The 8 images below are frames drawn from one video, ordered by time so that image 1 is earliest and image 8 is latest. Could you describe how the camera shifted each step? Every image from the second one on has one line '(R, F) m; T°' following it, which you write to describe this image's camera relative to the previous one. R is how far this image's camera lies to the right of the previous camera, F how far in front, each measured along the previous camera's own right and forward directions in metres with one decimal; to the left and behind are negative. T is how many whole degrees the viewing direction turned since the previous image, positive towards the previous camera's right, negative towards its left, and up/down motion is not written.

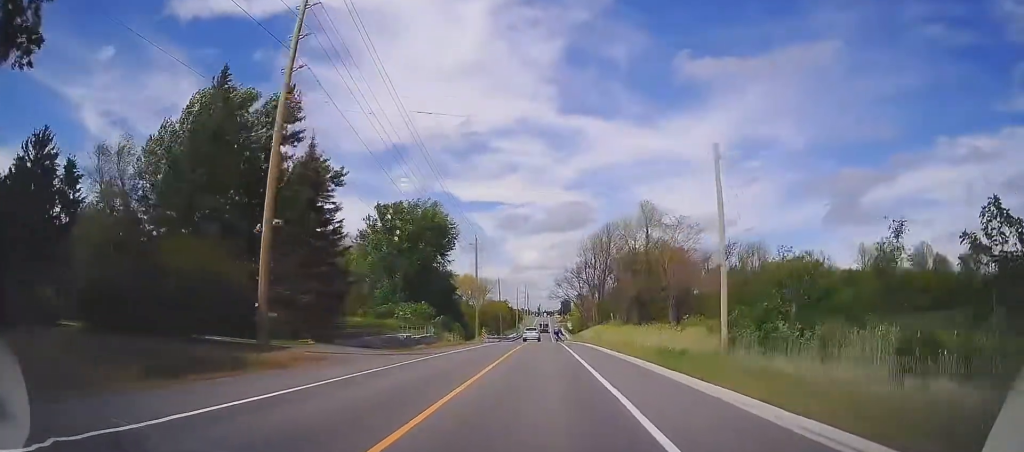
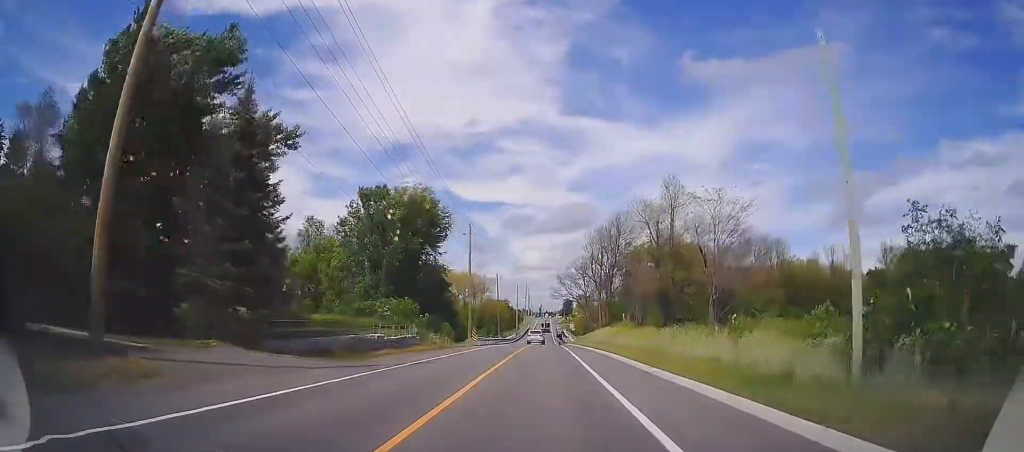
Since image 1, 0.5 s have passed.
(+0.1, +8.6) m; 0°
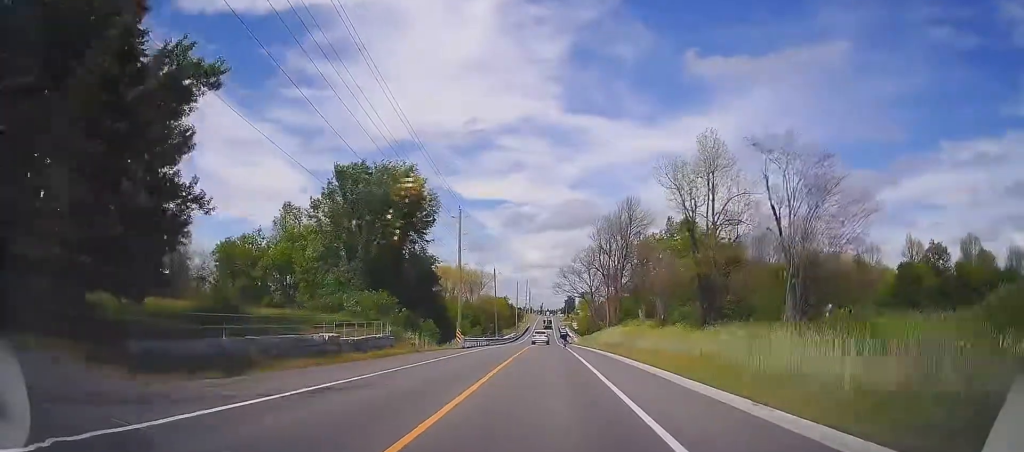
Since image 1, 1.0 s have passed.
(+0.2, +9.4) m; +1°
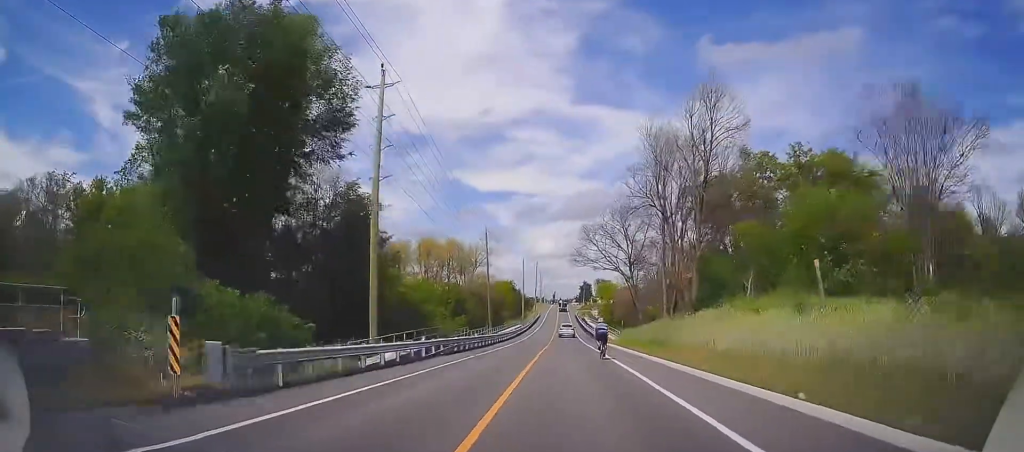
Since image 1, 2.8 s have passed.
(-0.3, +31.9) m; -1°
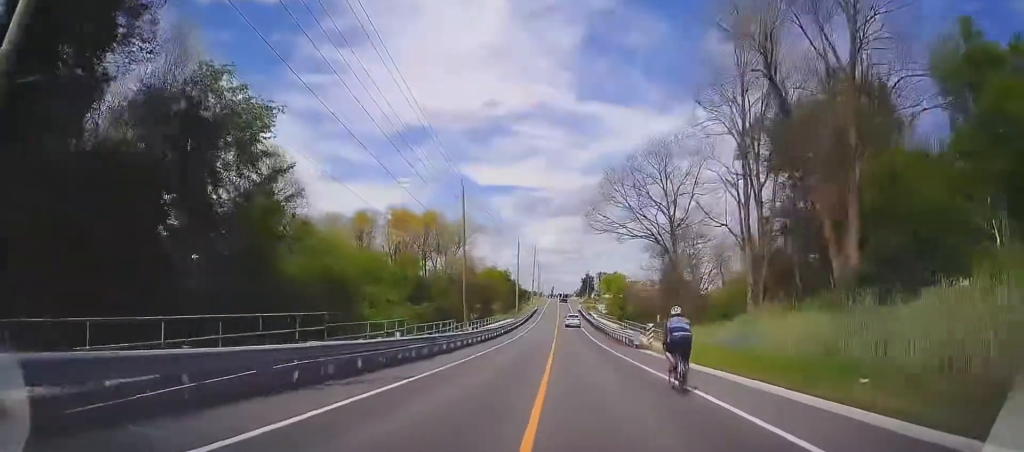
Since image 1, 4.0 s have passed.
(0.0, +21.0) m; +1°
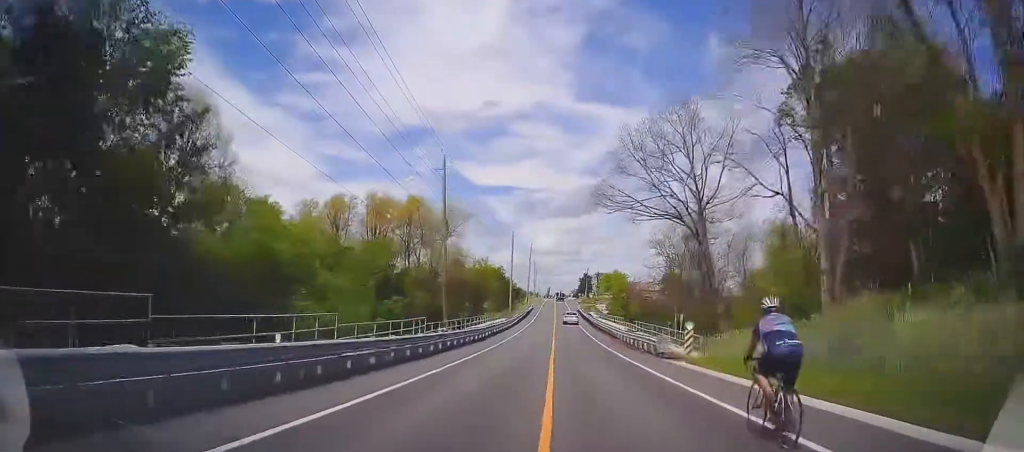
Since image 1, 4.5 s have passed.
(0.0, +8.4) m; 0°
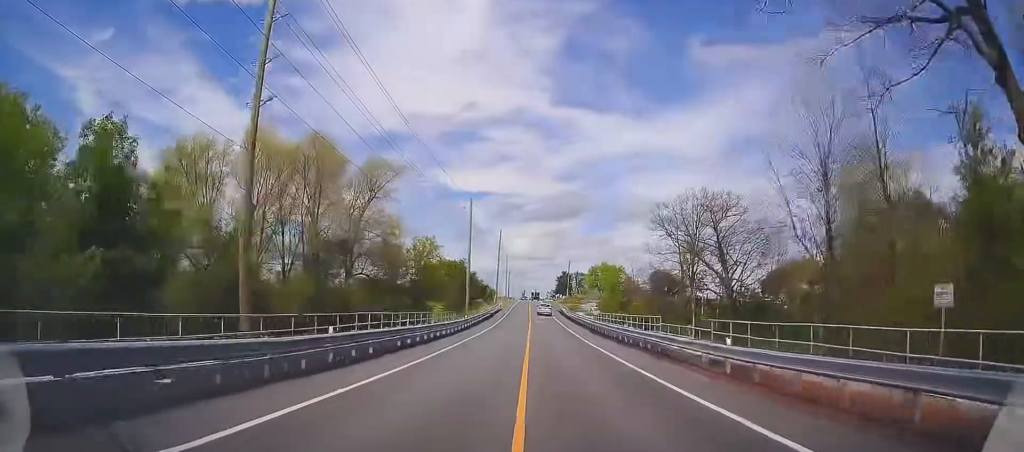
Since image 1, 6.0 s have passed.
(+0.1, +26.1) m; +1°
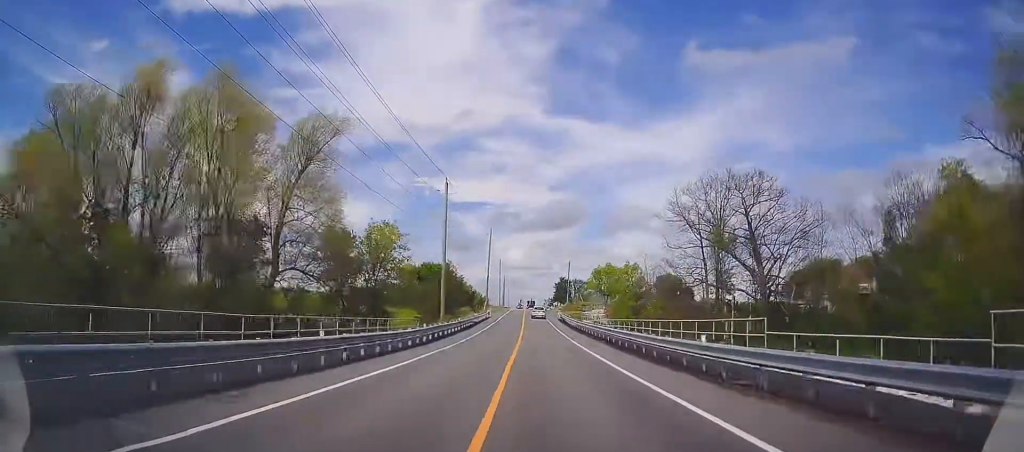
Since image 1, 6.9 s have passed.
(+0.1, +14.5) m; 0°
